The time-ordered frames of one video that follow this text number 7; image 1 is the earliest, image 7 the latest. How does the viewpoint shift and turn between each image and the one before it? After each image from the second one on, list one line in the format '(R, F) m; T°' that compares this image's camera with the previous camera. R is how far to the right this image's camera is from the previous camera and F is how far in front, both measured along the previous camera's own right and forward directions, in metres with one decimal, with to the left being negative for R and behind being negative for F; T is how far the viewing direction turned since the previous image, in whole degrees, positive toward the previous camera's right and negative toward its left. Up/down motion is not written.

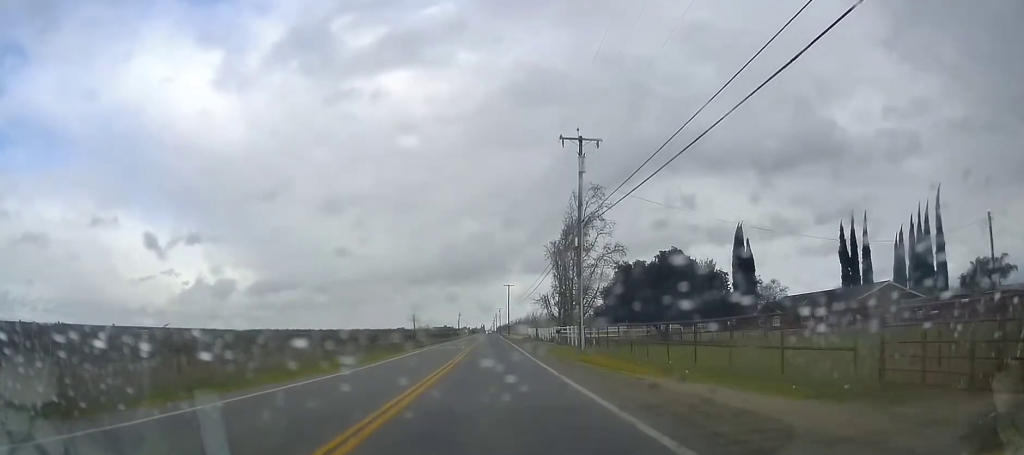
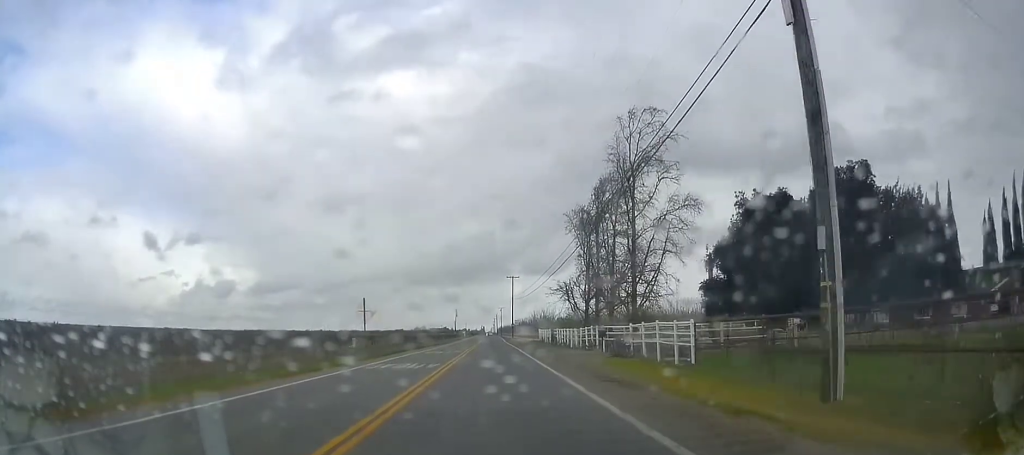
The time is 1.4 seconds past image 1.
(+0.5, +24.8) m; +2°
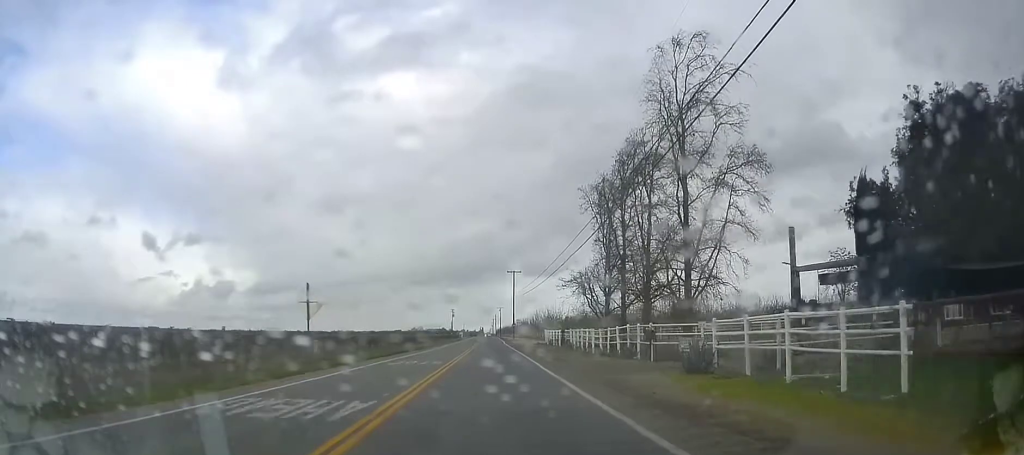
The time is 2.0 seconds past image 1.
(0.0, +11.7) m; 0°
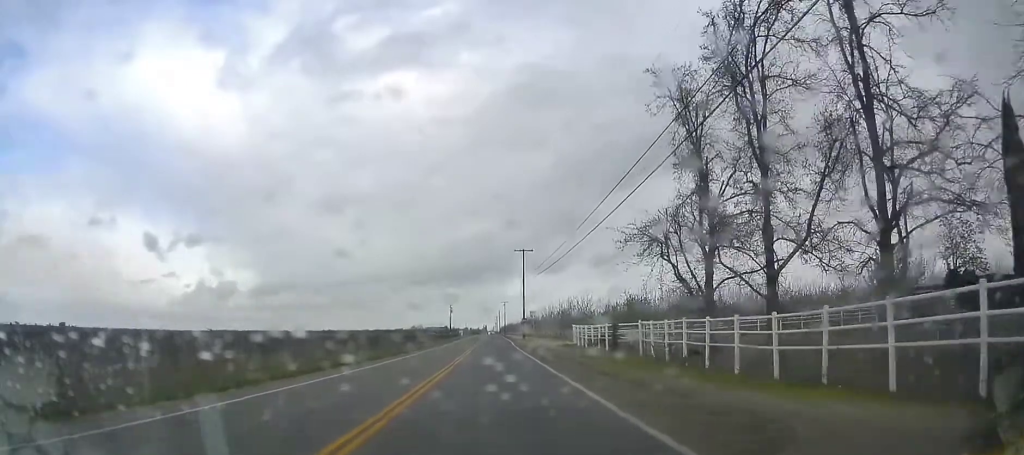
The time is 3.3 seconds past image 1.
(0.0, +23.2) m; 0°
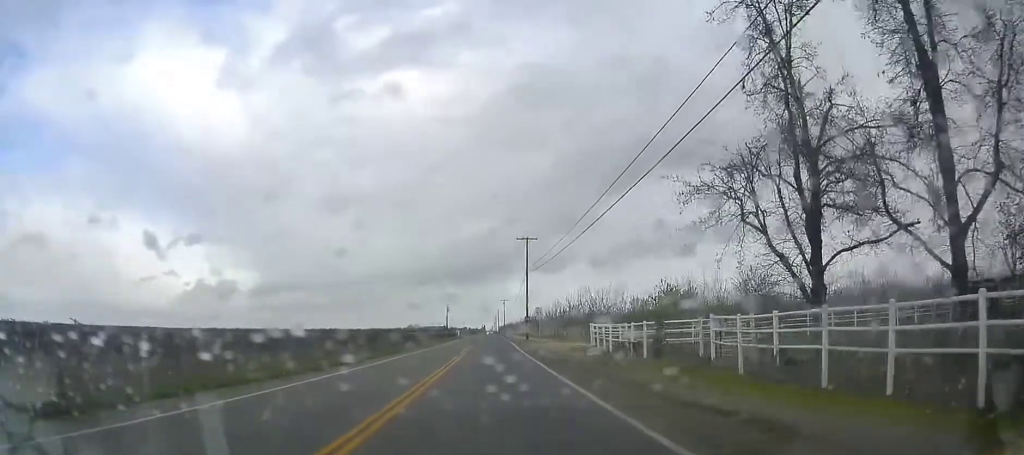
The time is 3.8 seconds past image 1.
(0.0, +9.8) m; 0°
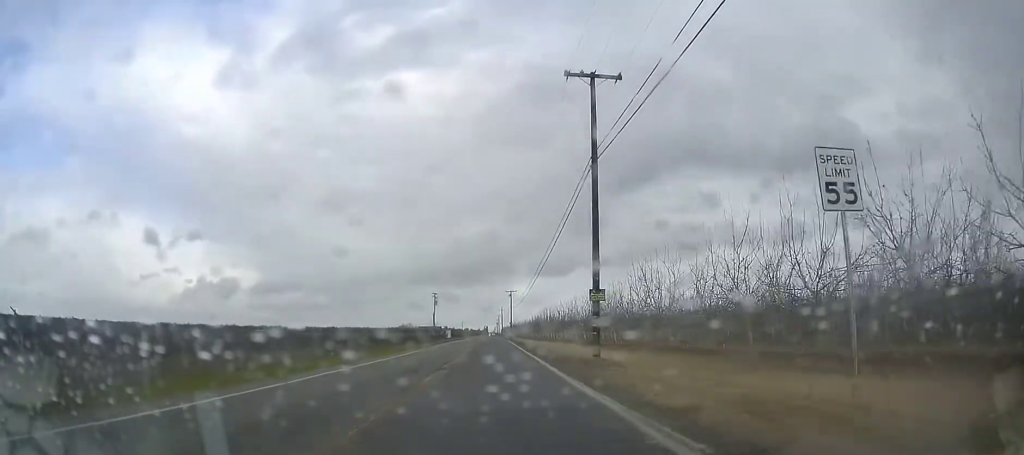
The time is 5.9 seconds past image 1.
(0.0, +44.5) m; 0°
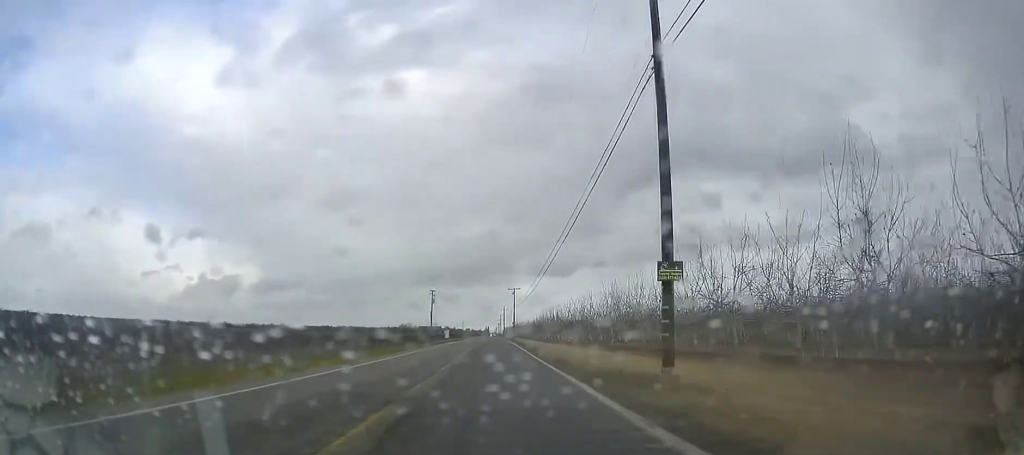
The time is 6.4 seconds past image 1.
(0.0, +9.2) m; 0°
